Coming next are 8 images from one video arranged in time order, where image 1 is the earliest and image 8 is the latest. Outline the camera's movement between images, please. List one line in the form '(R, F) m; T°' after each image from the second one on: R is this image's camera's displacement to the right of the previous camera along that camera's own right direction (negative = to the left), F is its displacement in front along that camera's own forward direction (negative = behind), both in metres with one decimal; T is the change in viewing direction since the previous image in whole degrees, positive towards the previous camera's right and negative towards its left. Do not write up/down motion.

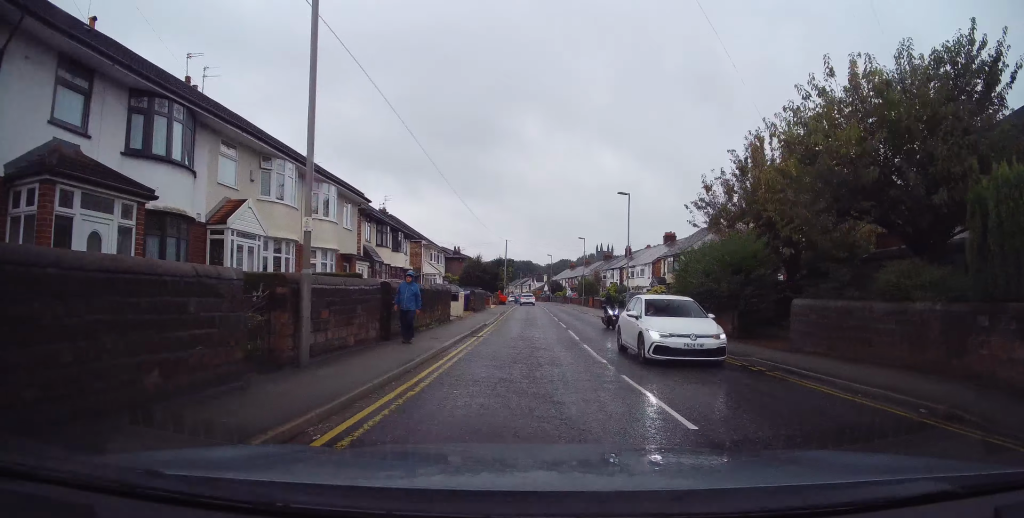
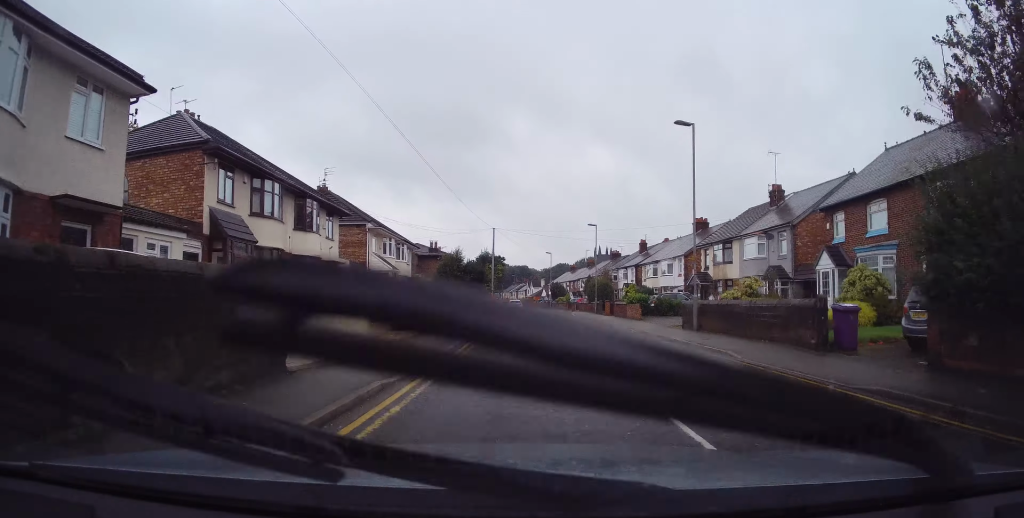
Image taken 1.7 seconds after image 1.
(-0.4, +15.1) m; -2°
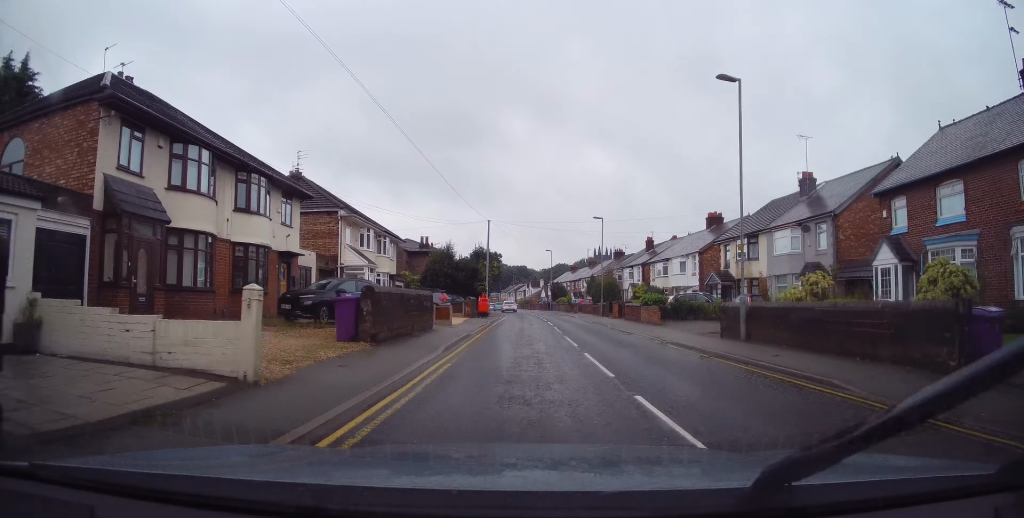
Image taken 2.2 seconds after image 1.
(+0.2, +4.7) m; 0°
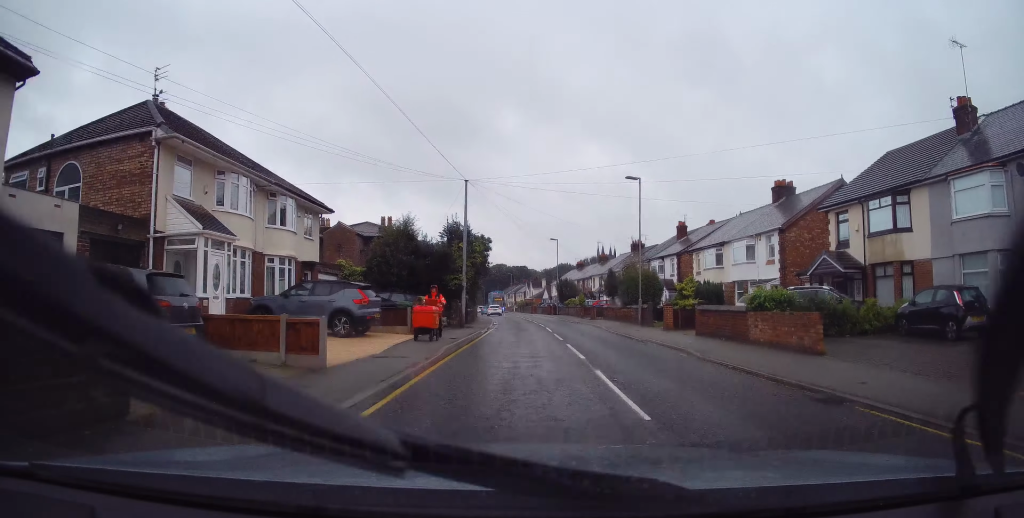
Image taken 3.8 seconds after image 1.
(-0.2, +14.9) m; 0°
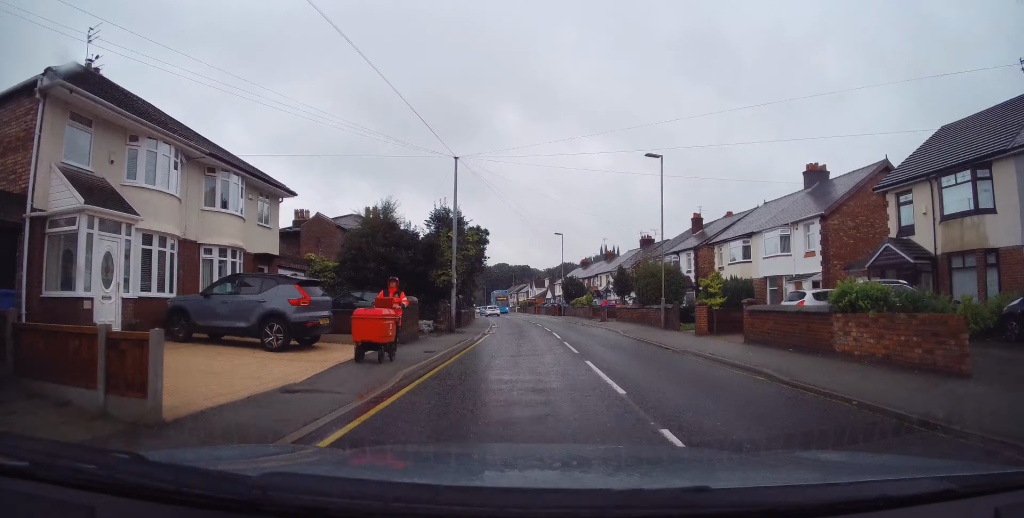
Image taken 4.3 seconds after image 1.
(+0.1, +4.3) m; 0°
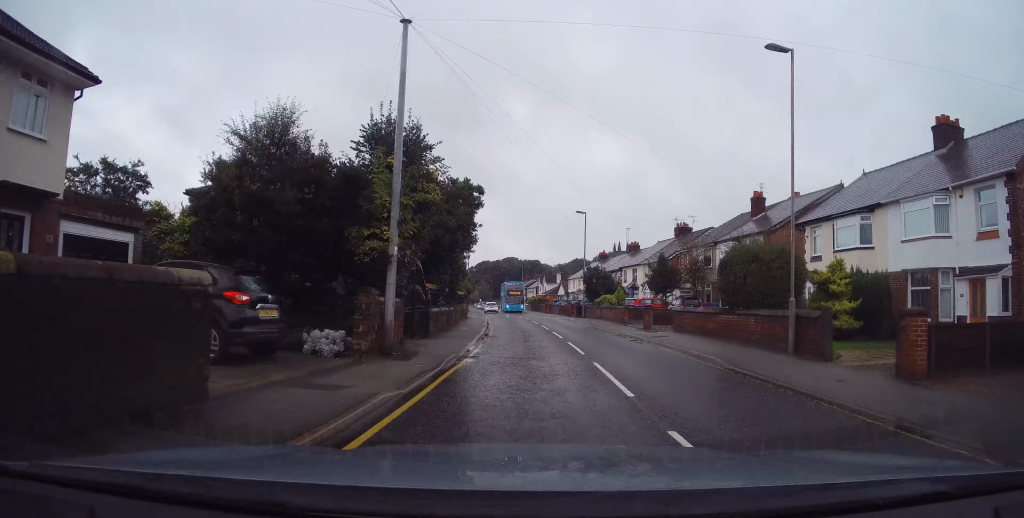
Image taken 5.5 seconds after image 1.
(-0.2, +11.7) m; -2°
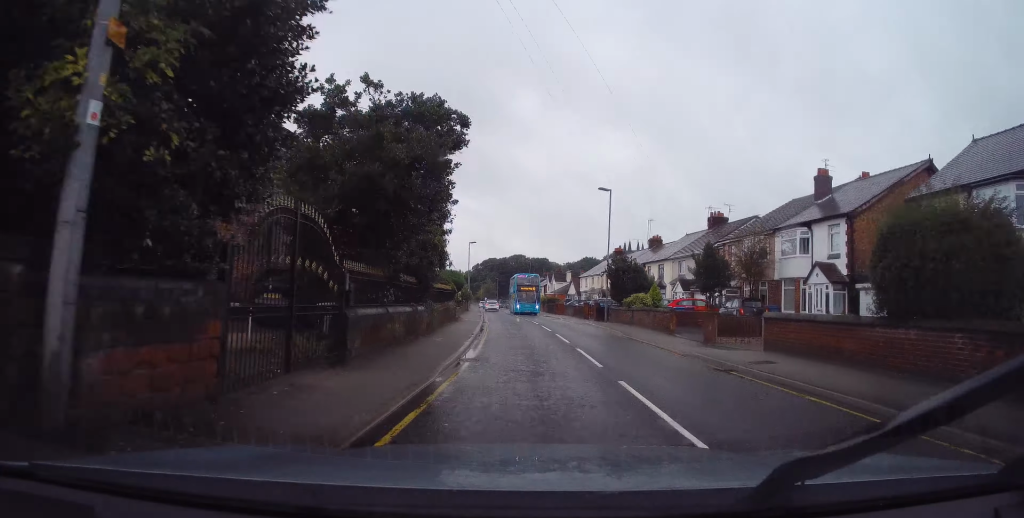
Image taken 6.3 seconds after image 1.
(-0.2, +8.5) m; 0°
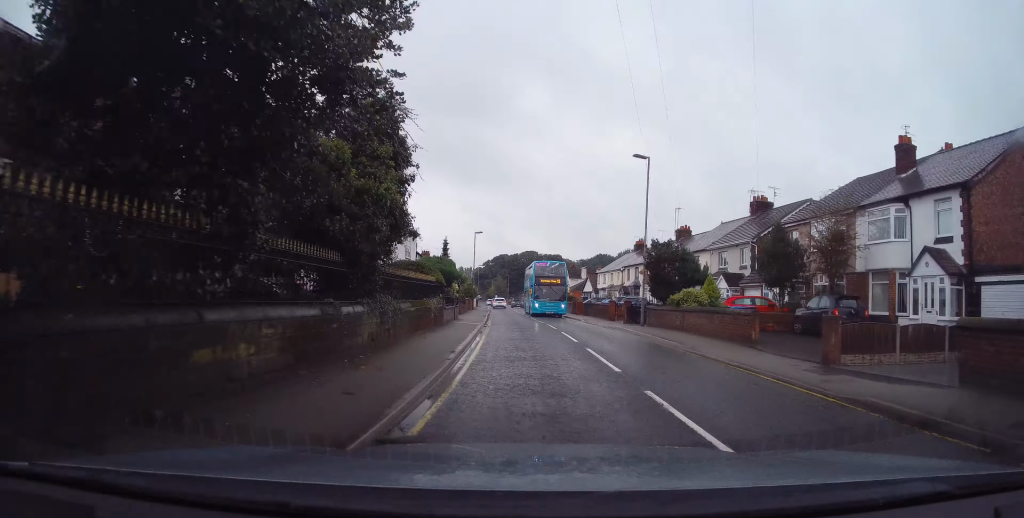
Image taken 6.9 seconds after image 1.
(+0.2, +7.2) m; 0°
